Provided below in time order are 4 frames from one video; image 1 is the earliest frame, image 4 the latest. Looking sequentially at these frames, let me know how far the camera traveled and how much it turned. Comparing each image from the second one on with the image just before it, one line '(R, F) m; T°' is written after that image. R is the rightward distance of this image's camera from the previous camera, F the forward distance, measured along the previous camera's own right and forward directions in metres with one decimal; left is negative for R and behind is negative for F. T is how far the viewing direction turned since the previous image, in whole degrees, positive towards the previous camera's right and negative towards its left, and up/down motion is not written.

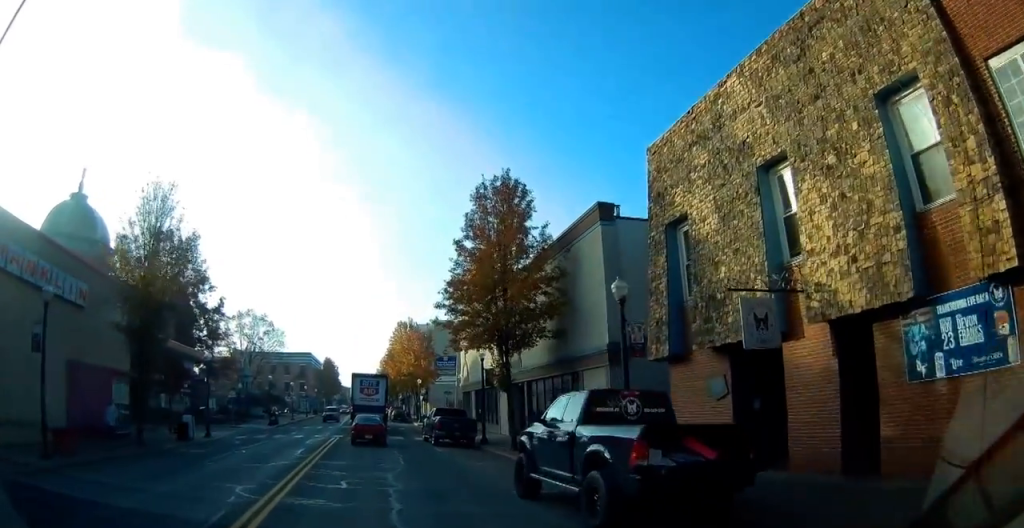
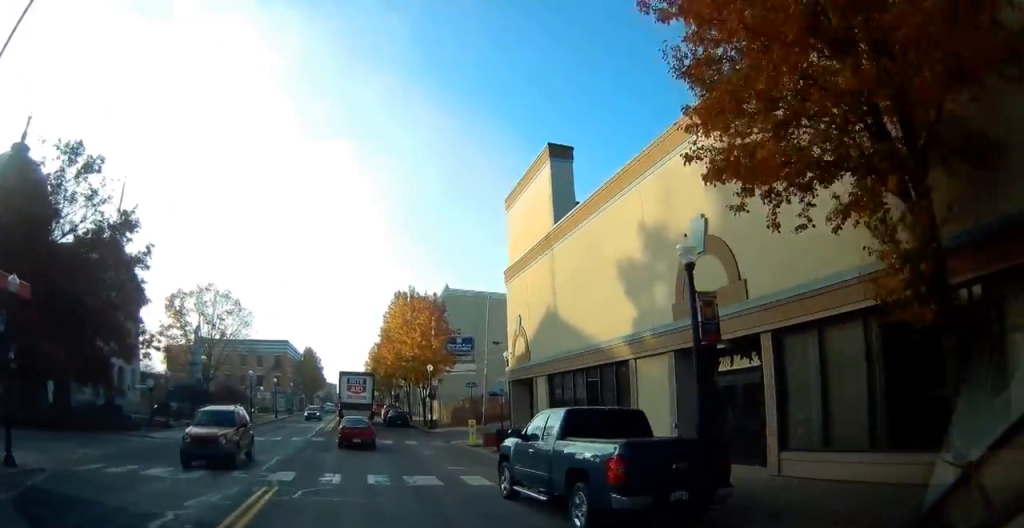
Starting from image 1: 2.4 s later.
(+0.4, +20.8) m; +2°
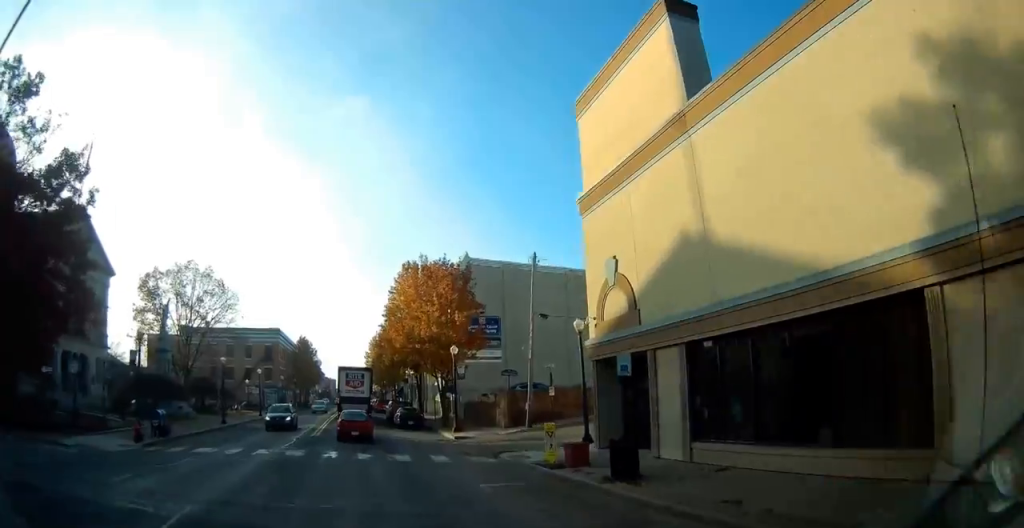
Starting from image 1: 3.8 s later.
(+0.1, +11.5) m; +1°
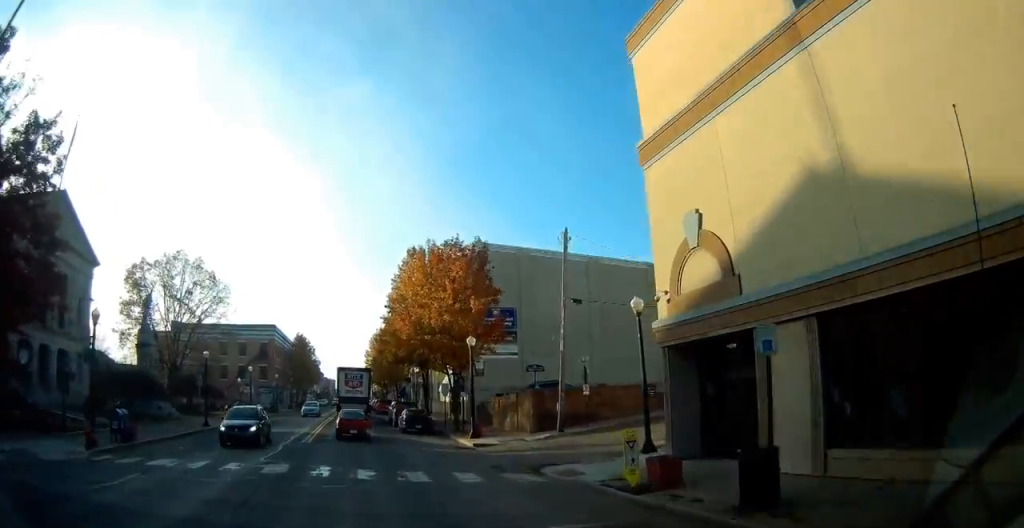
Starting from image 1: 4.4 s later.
(0.0, +5.2) m; 0°
